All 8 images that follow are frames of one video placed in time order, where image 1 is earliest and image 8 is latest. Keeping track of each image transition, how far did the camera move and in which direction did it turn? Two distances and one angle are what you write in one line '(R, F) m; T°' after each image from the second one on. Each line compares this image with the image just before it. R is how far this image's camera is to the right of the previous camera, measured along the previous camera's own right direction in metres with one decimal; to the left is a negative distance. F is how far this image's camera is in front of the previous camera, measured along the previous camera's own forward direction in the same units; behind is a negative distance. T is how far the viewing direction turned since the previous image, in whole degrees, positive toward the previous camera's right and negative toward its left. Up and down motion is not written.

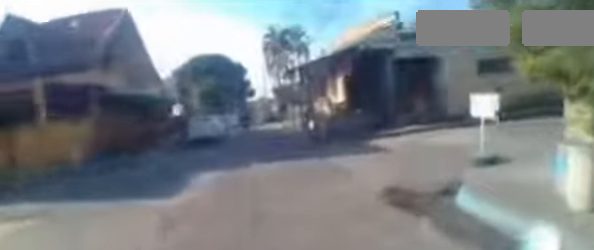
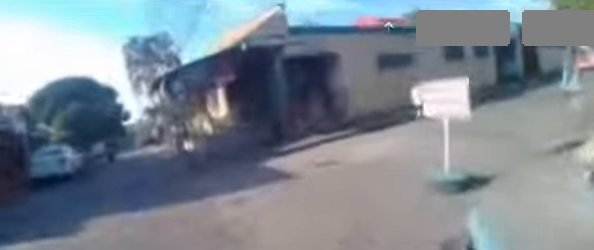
(+0.1, +2.1) m; +7°
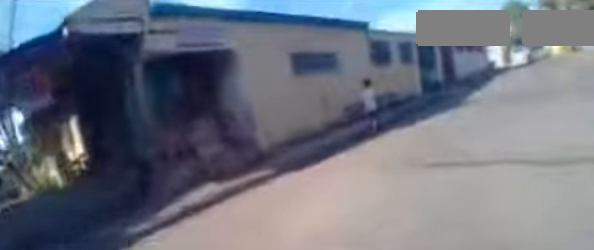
(+0.3, +3.0) m; +18°
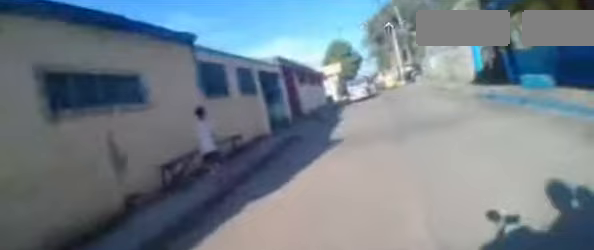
(+0.4, +2.5) m; +20°
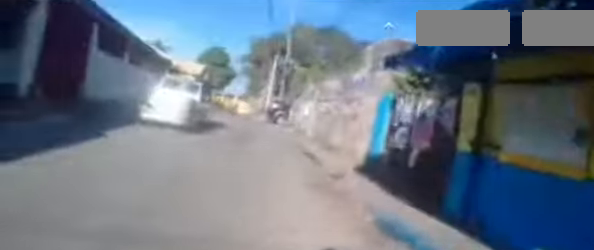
(+1.8, +5.8) m; +28°
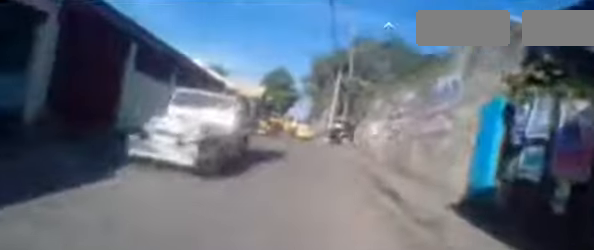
(+0.1, +2.1) m; +4°
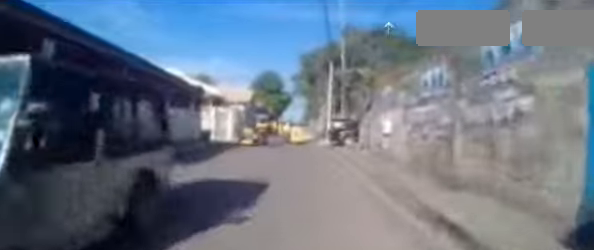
(+0.1, +2.7) m; +1°
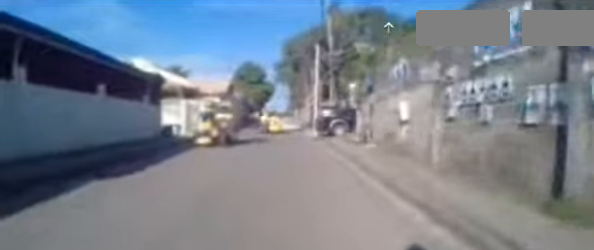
(0.0, +3.8) m; 0°
